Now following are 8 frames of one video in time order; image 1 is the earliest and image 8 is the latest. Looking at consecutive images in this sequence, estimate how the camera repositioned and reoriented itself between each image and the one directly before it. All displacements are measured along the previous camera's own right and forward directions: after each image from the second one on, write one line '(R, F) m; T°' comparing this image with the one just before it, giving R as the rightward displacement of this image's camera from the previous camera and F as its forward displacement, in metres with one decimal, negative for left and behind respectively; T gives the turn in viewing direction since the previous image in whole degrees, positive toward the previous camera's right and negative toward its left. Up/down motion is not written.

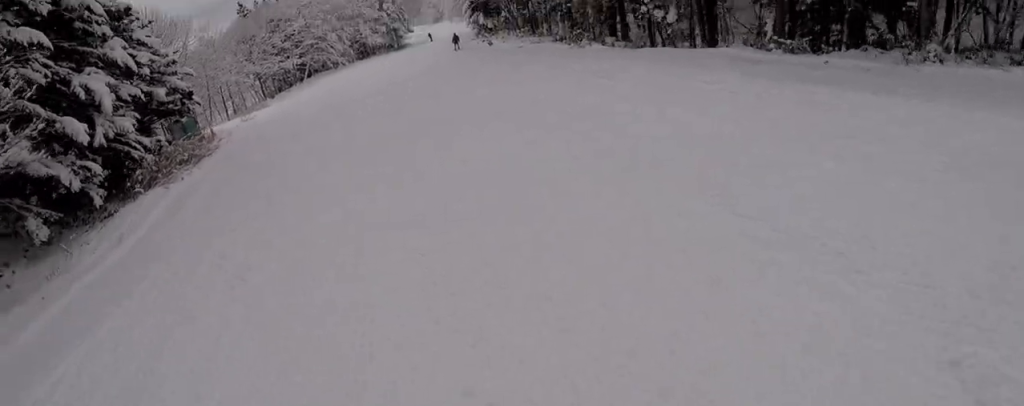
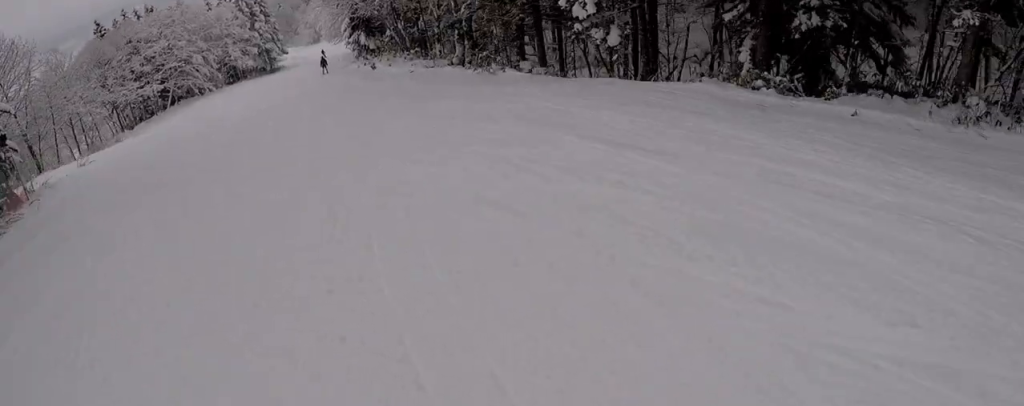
(+0.9, +6.1) m; +8°
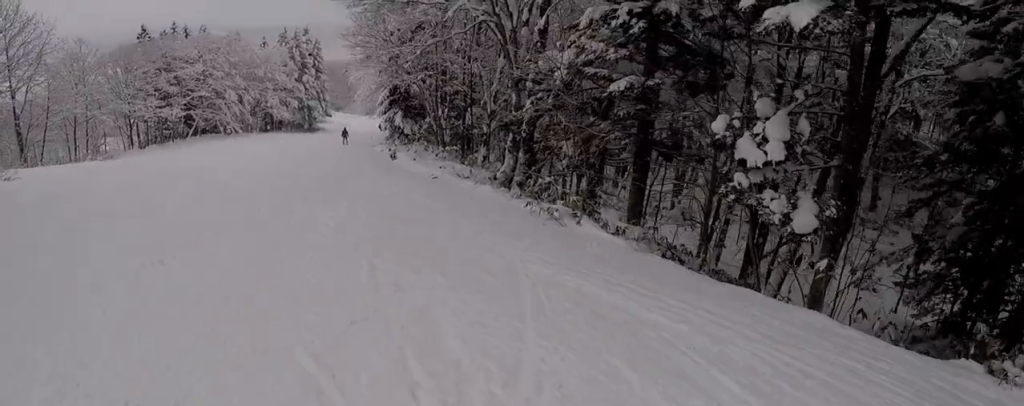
(0.0, +10.2) m; -3°
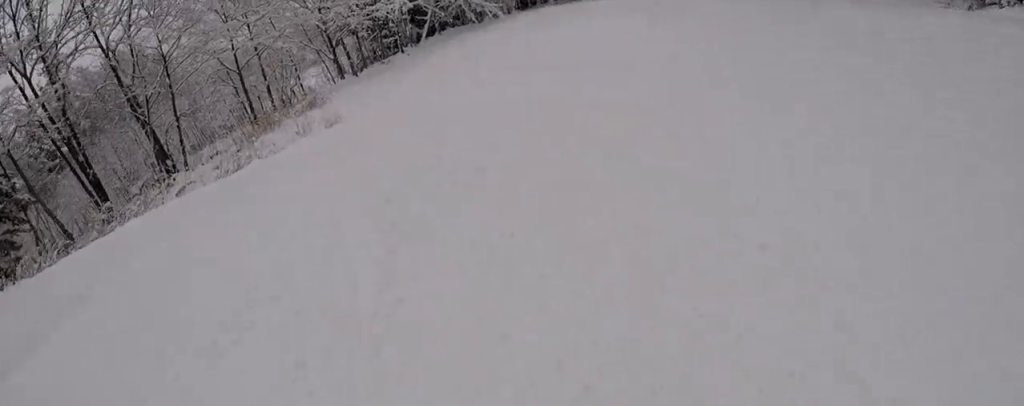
(-8.8, +27.1) m; -18°
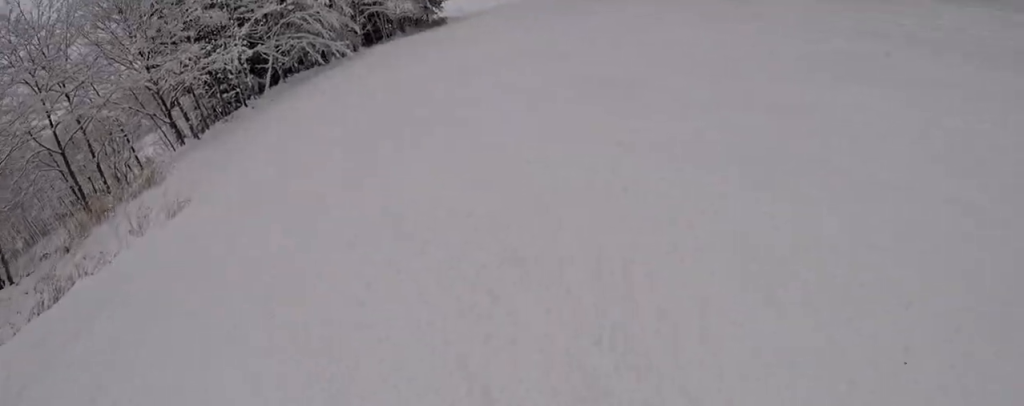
(+0.2, +4.1) m; +9°
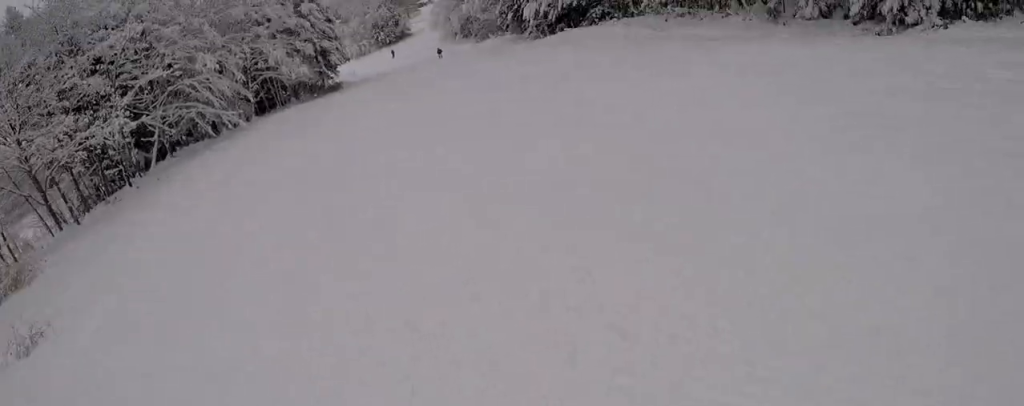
(+0.3, +3.1) m; +12°
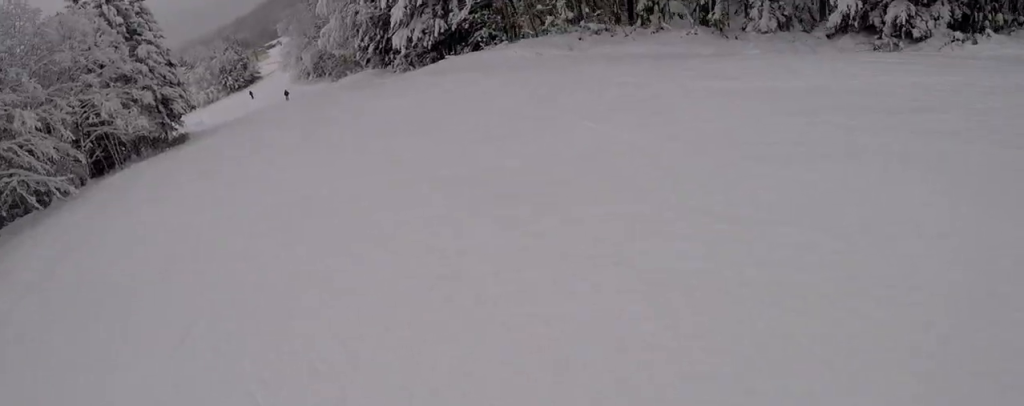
(+0.1, +4.1) m; +17°
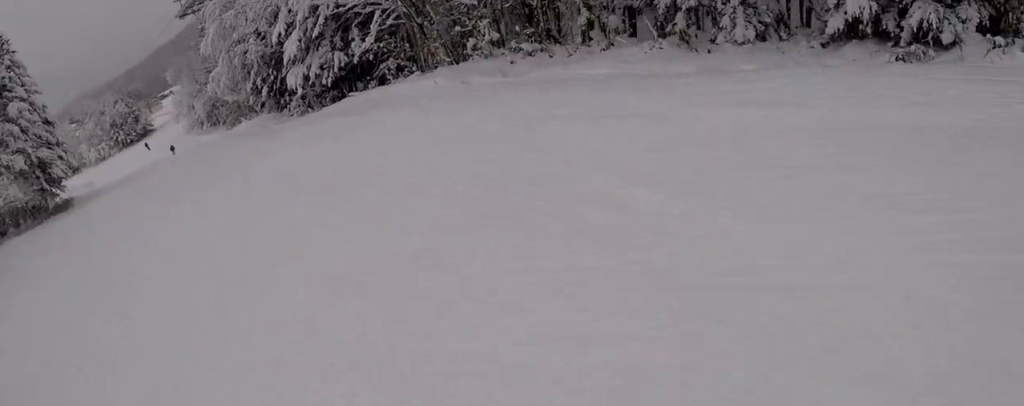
(+1.0, +3.1) m; +11°
